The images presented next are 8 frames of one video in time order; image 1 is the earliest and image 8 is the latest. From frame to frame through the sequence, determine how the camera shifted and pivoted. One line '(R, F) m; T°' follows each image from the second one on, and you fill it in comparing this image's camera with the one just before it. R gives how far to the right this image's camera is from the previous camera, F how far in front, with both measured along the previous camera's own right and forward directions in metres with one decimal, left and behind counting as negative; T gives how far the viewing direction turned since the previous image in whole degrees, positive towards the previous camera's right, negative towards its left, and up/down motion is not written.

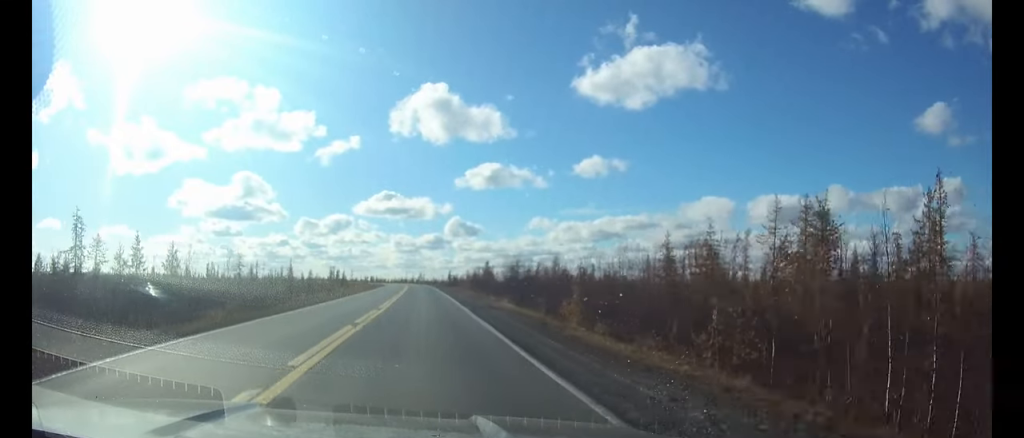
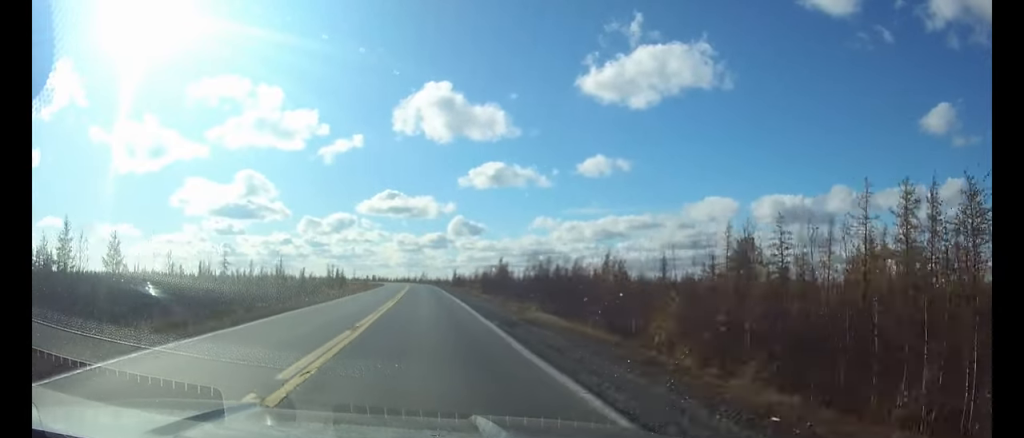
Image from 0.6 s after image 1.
(-0.1, +10.7) m; 0°
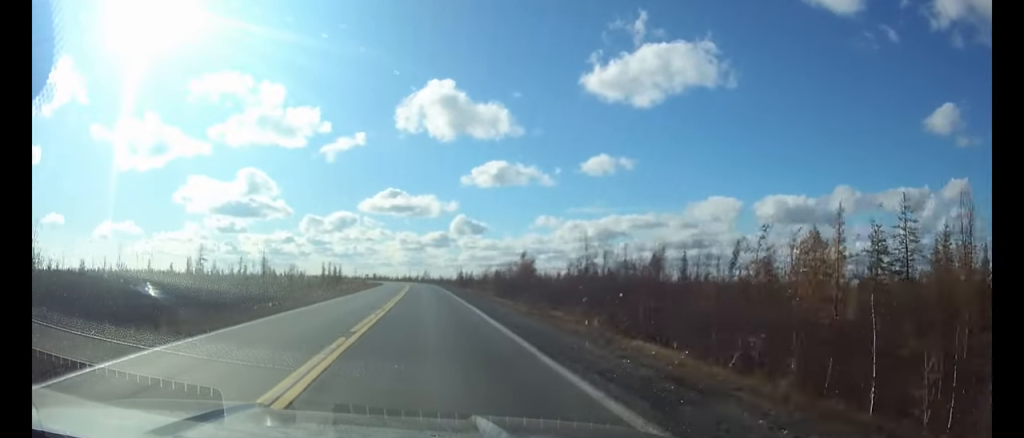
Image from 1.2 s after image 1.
(0.0, +12.5) m; 0°
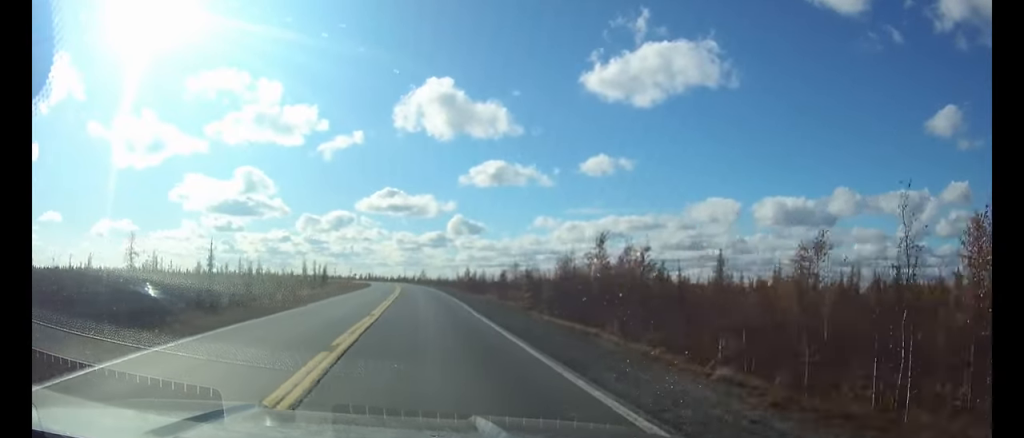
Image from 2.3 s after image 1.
(0.0, +23.4) m; 0°
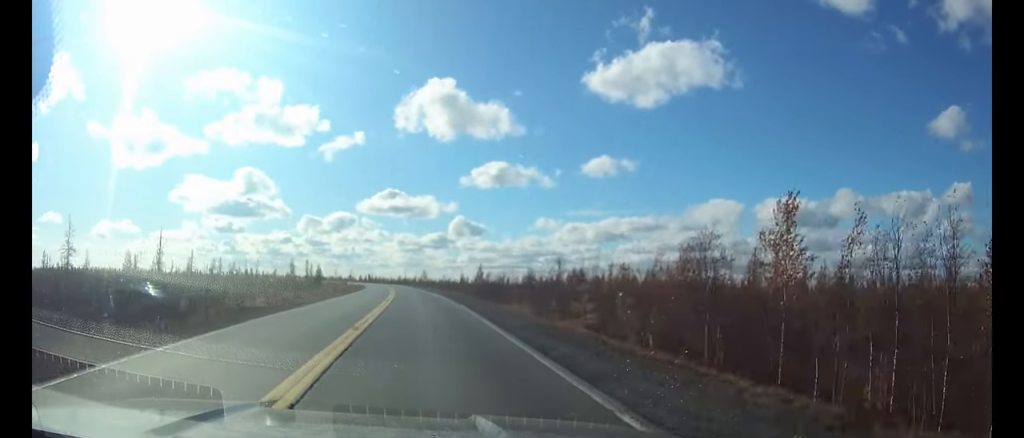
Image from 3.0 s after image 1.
(0.0, +14.9) m; 0°
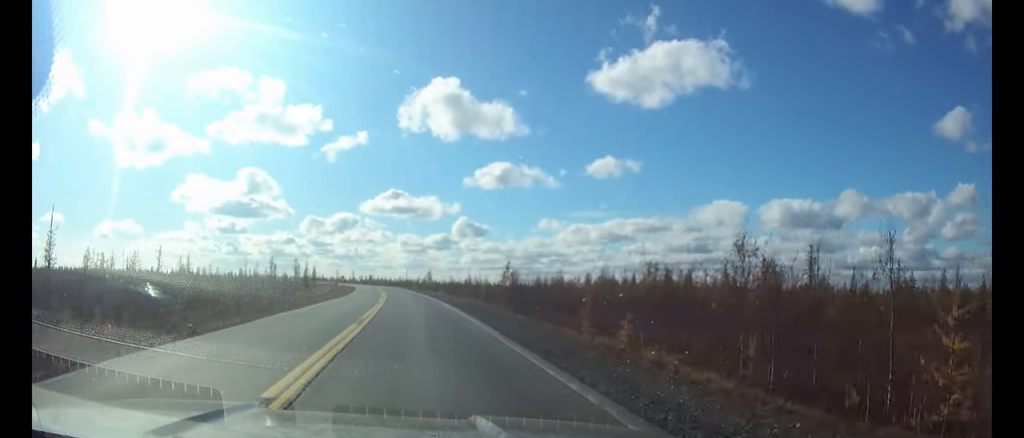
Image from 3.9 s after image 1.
(0.0, +20.4) m; -1°
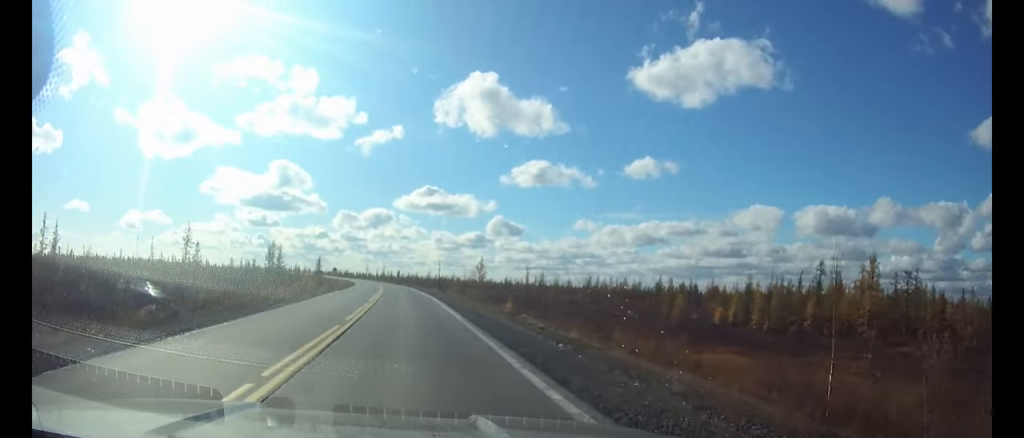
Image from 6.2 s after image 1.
(-1.7, +51.4) m; -4°
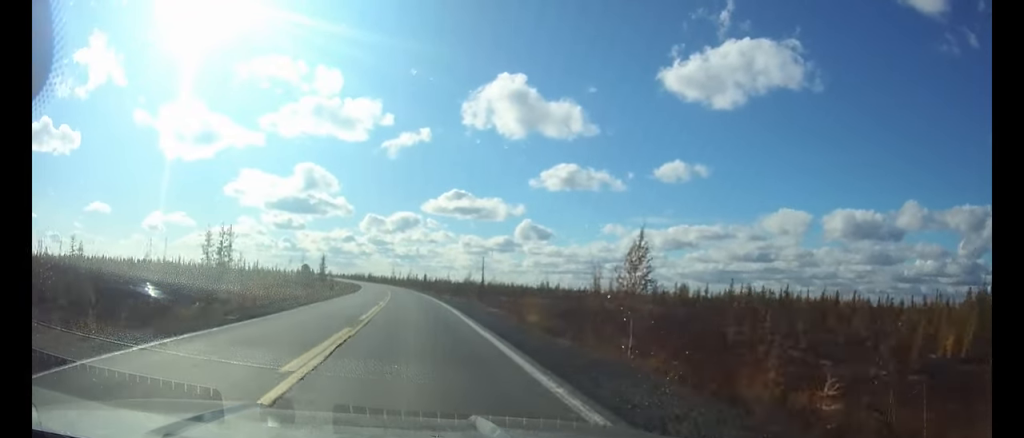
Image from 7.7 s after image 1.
(-0.6, +36.3) m; -2°
